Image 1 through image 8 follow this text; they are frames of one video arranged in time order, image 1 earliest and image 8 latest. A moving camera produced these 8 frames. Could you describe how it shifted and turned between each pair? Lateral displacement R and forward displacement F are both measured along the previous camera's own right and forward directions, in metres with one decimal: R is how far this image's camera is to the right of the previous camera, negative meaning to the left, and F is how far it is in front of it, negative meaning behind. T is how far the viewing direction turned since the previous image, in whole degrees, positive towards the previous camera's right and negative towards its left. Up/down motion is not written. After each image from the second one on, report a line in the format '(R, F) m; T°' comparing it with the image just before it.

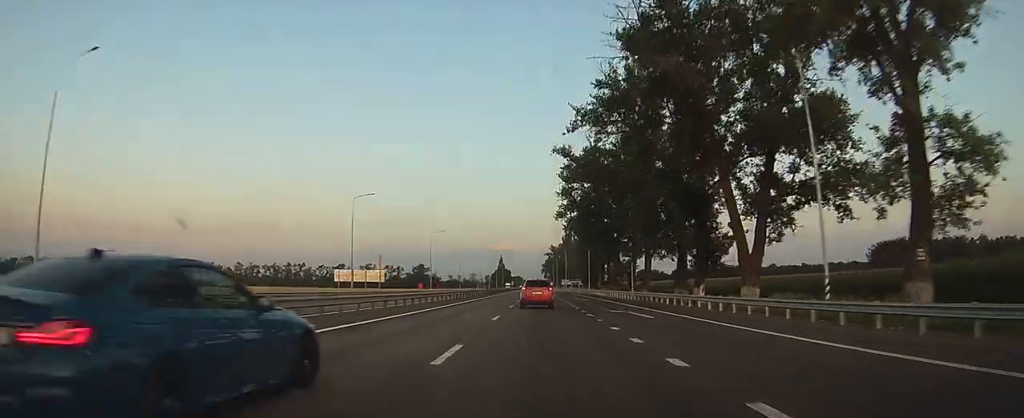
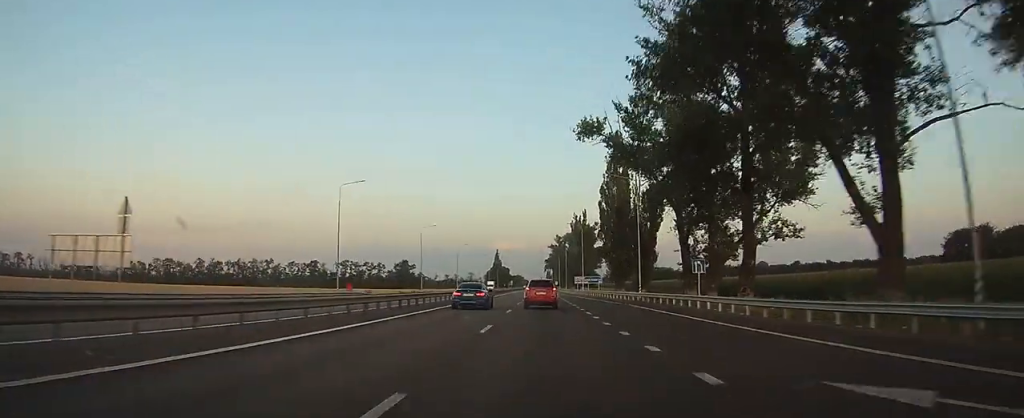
(+0.1, +53.2) m; 0°
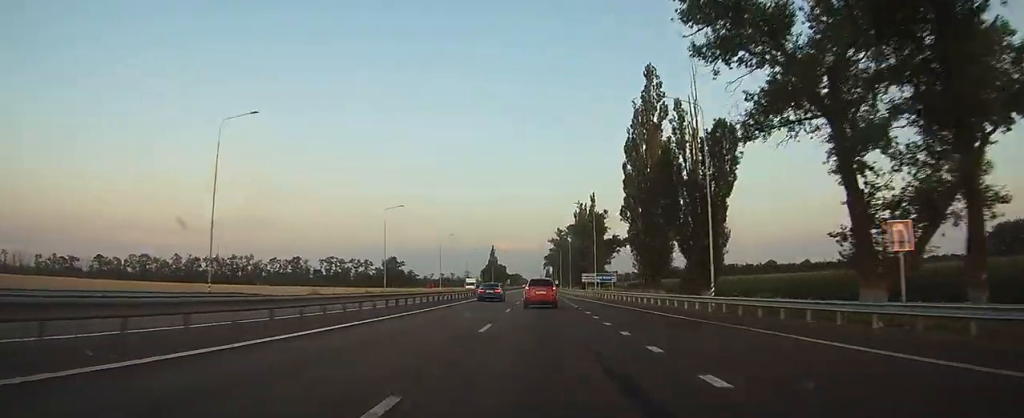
(0.0, +24.2) m; 0°
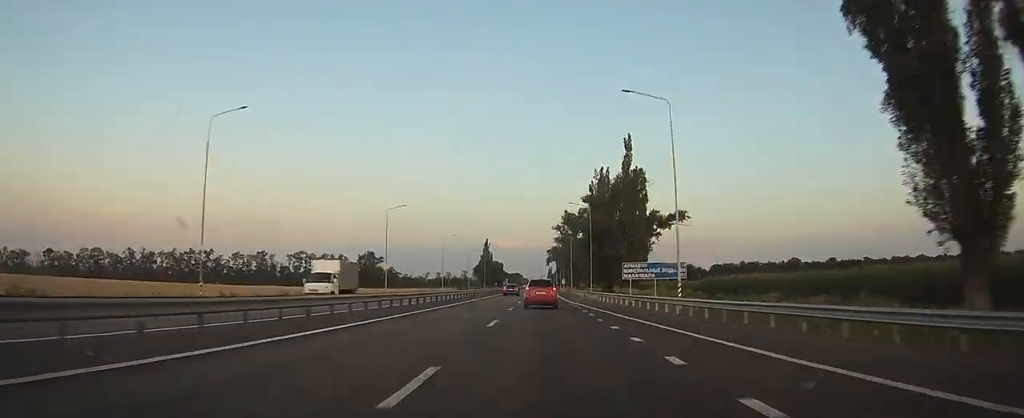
(+0.1, +45.5) m; 0°
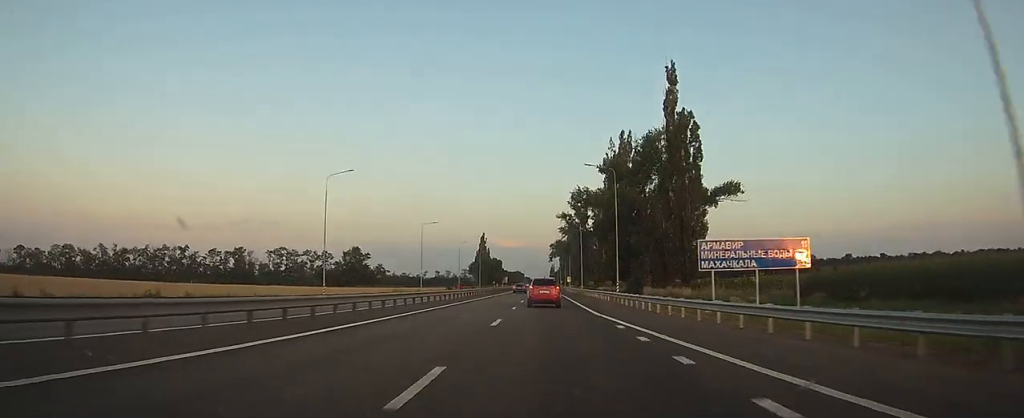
(-0.1, +24.0) m; 0°
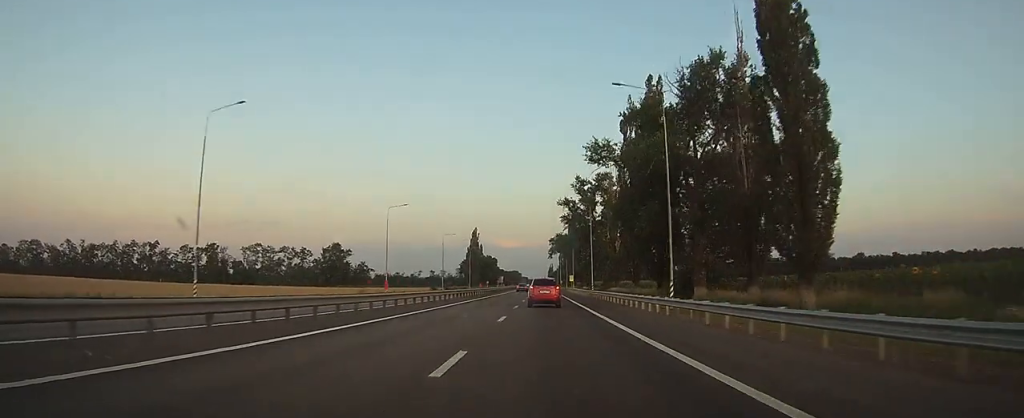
(0.0, +22.0) m; 0°
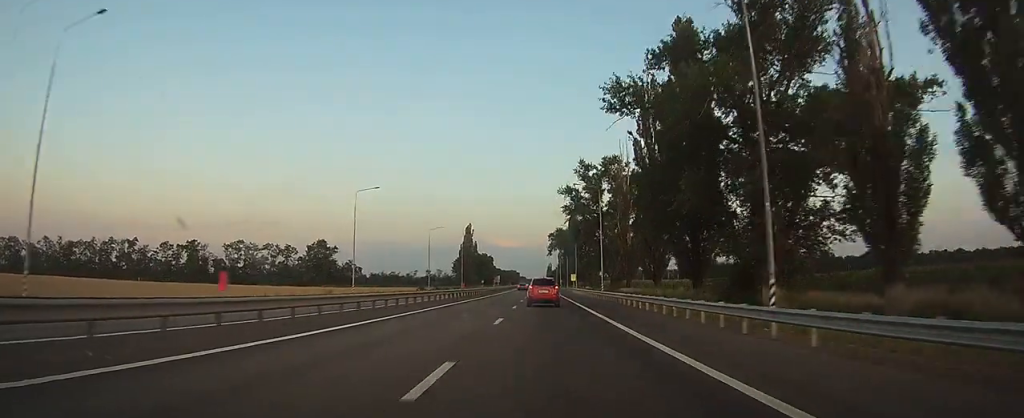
(0.0, +13.7) m; 0°
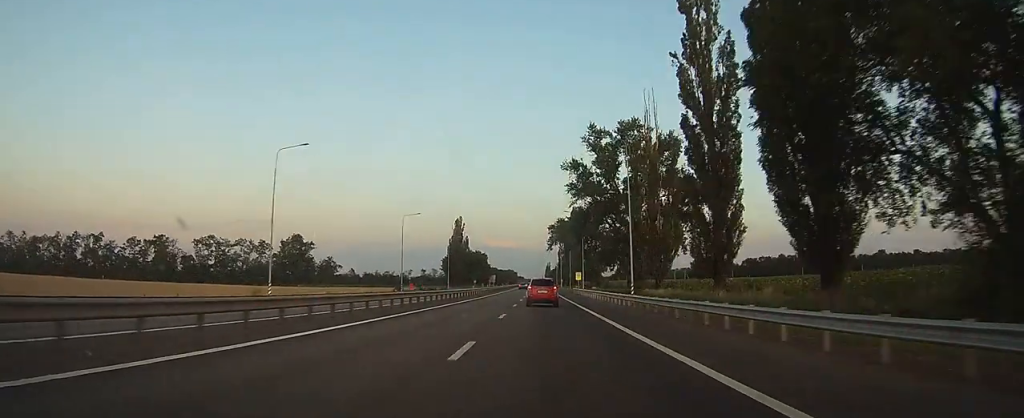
(0.0, +20.9) m; 0°
